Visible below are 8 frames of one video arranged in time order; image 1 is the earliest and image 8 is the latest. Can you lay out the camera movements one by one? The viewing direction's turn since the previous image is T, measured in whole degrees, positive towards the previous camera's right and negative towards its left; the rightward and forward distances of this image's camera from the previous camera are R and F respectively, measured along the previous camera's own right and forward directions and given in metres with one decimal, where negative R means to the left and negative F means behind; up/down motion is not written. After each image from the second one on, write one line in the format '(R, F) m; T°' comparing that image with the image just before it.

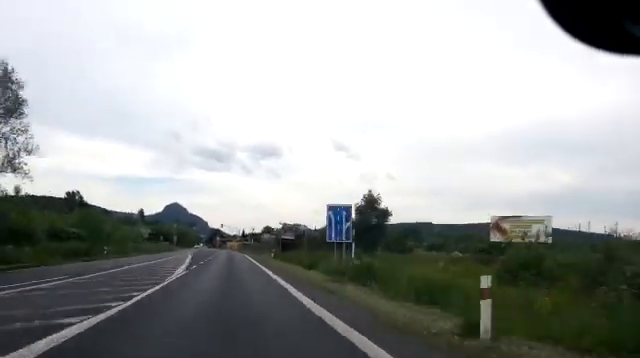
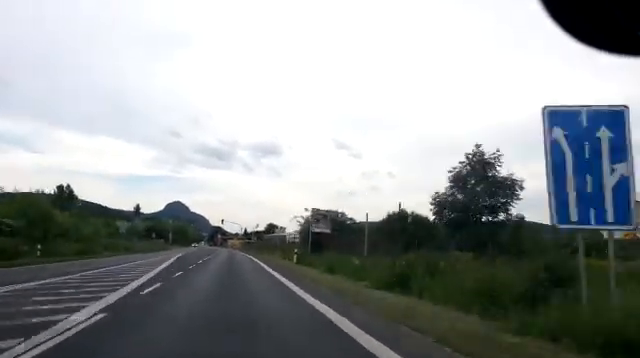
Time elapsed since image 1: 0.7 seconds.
(+0.1, +14.6) m; 0°
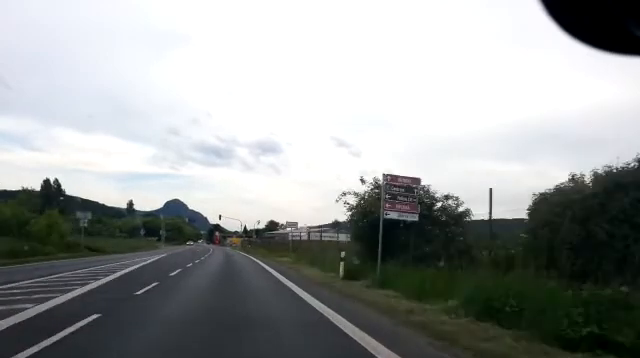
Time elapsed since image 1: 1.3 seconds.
(0.0, +12.4) m; 0°
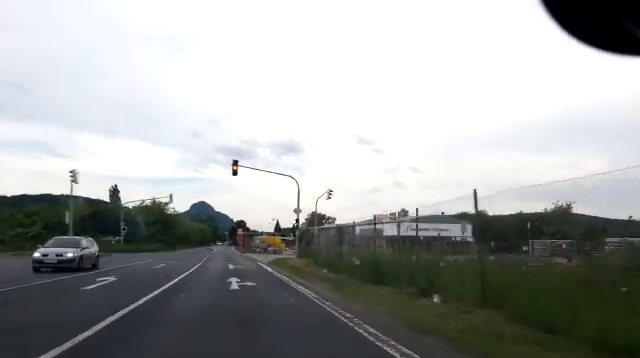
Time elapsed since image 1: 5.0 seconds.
(-3.1, +74.2) m; -5°
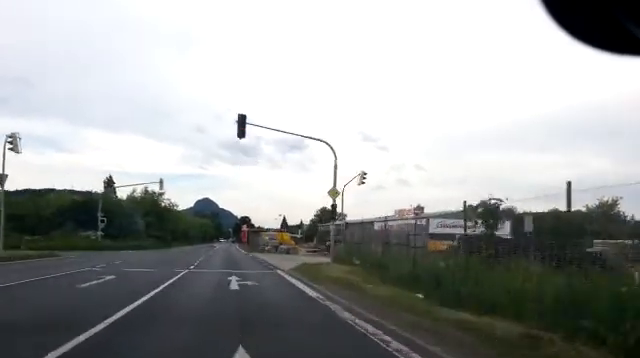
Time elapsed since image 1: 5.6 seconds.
(0.0, +12.4) m; +1°
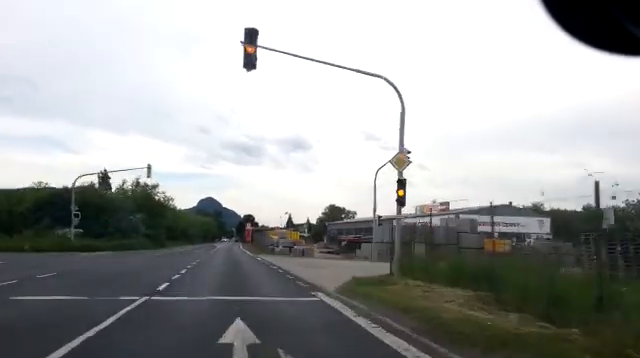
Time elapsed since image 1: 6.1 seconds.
(+0.1, +9.7) m; 0°
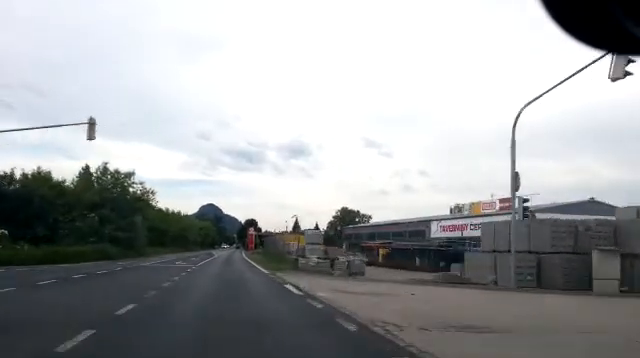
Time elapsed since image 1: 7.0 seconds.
(+0.2, +18.0) m; 0°
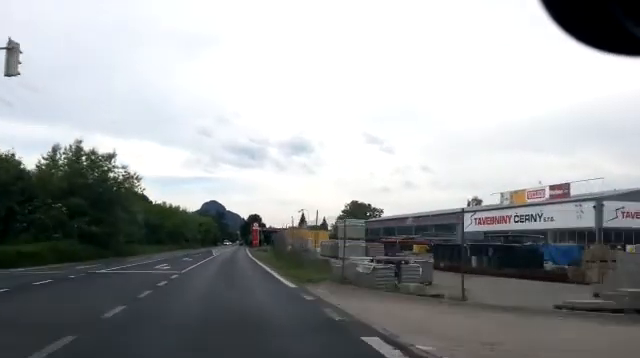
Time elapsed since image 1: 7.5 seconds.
(0.0, +9.6) m; 0°
